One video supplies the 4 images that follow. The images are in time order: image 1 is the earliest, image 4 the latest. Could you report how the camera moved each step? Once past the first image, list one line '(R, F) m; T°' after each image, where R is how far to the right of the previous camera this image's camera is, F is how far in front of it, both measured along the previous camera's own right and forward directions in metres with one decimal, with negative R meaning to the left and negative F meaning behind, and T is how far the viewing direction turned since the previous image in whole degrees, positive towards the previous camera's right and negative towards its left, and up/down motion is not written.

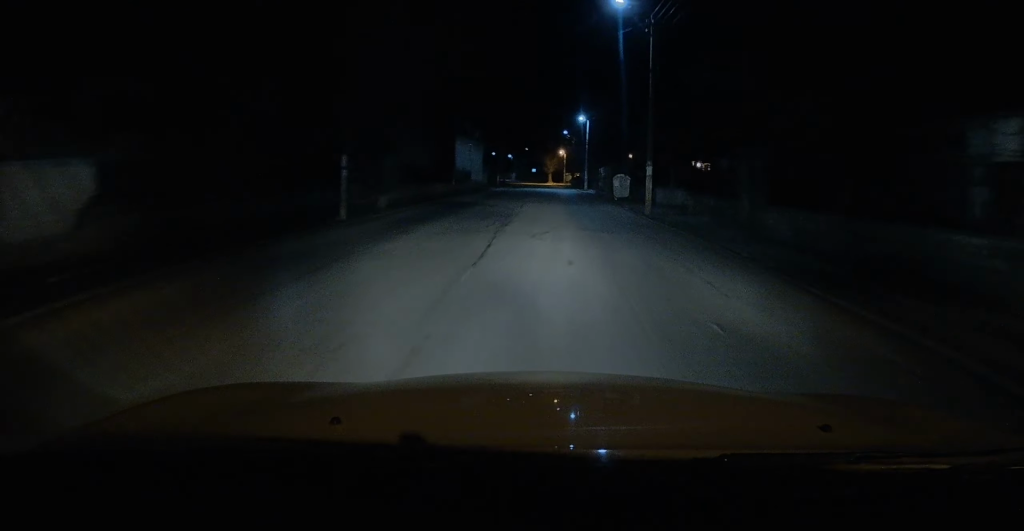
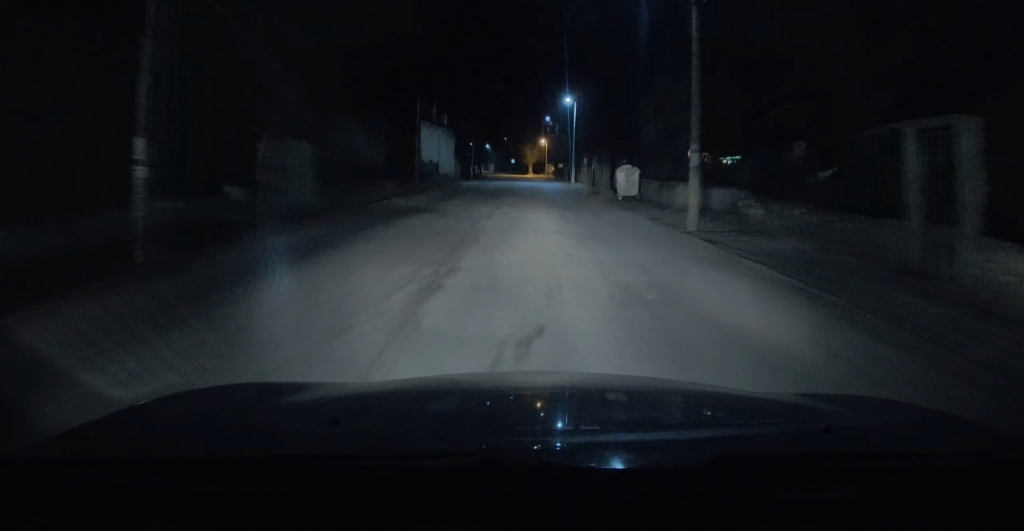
(+0.2, +8.8) m; +4°
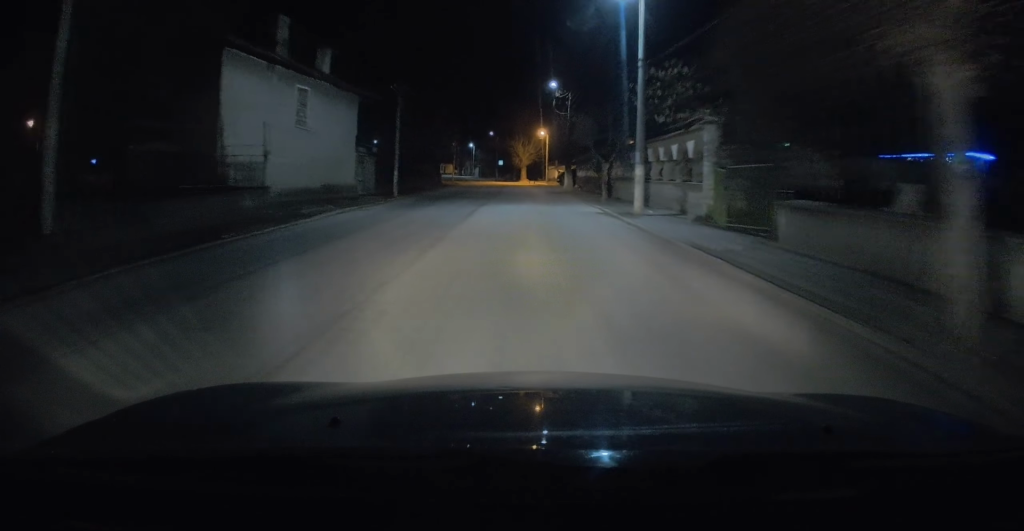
(+2.7, +34.4) m; +3°
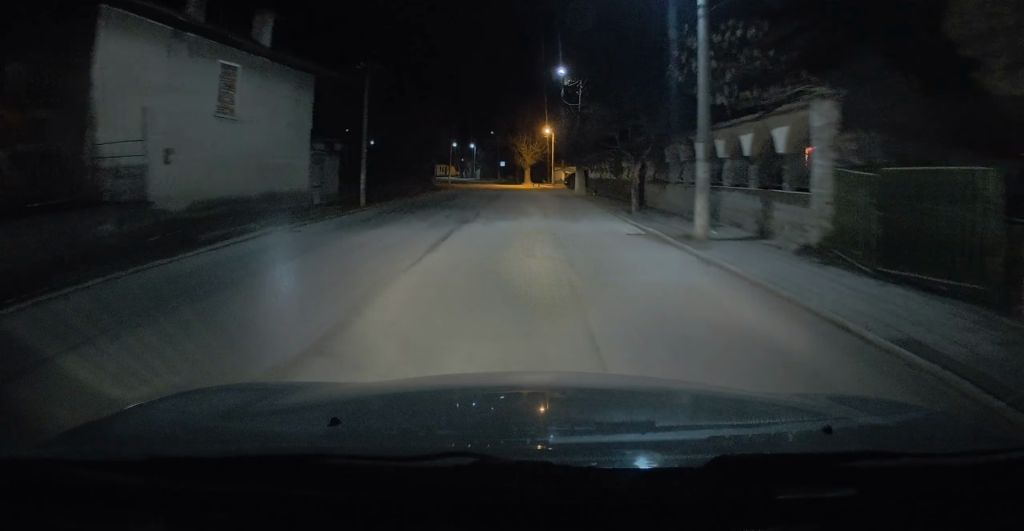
(-0.1, +6.8) m; -1°
